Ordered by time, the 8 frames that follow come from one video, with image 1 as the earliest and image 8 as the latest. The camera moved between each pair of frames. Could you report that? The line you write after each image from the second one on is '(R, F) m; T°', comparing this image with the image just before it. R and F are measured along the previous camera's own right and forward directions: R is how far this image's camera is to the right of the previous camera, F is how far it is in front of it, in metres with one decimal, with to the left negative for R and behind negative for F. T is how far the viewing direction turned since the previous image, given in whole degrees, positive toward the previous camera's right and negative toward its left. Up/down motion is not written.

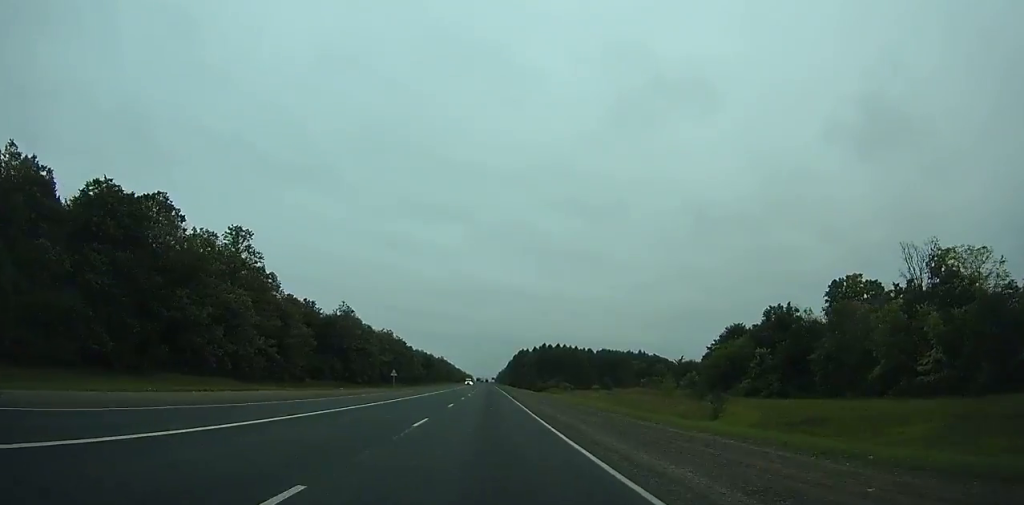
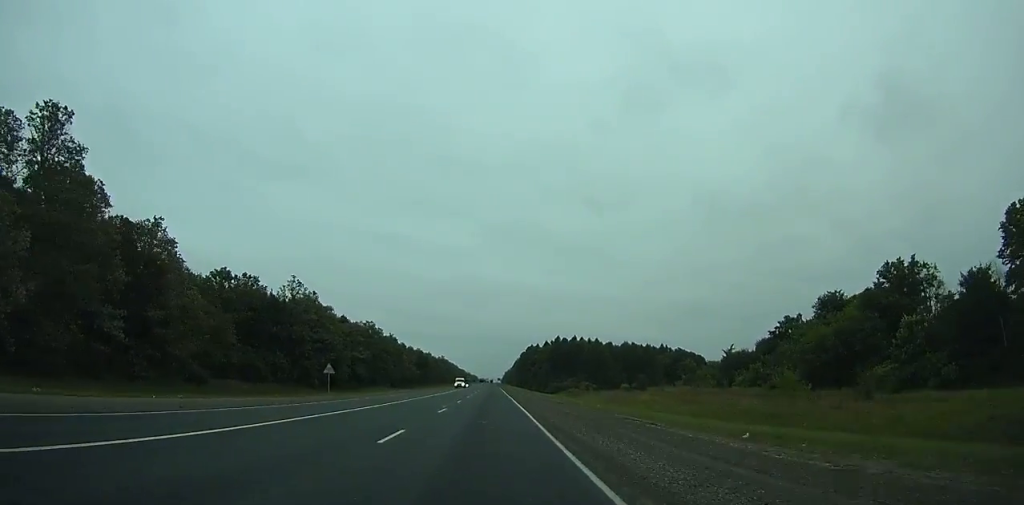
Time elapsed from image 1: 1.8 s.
(+0.1, +39.0) m; 0°
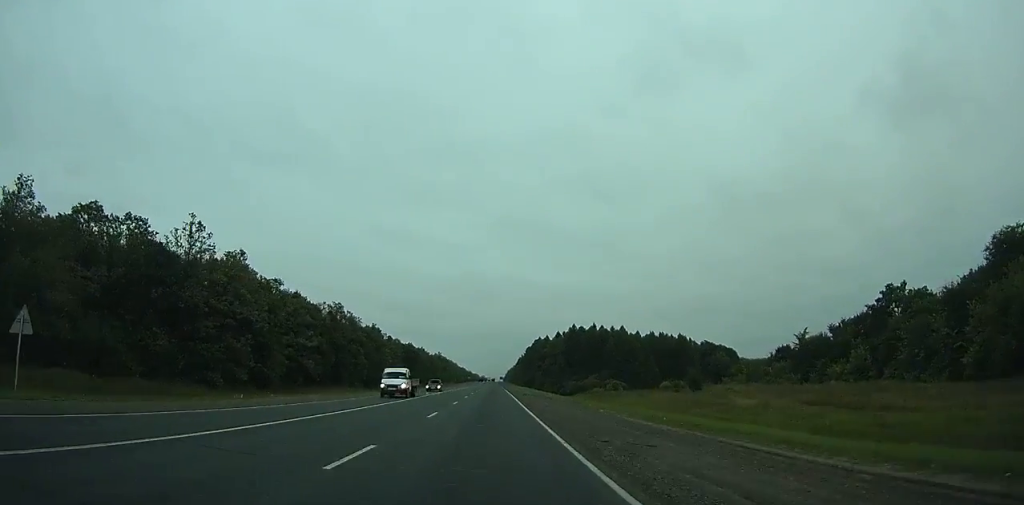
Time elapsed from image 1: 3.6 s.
(0.0, +39.5) m; 0°
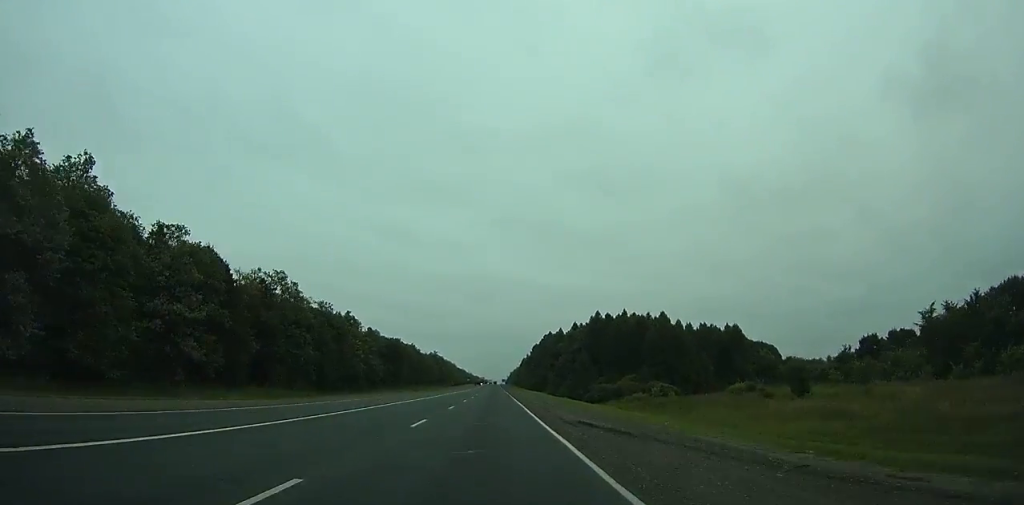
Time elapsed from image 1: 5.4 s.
(-0.1, +39.9) m; 0°
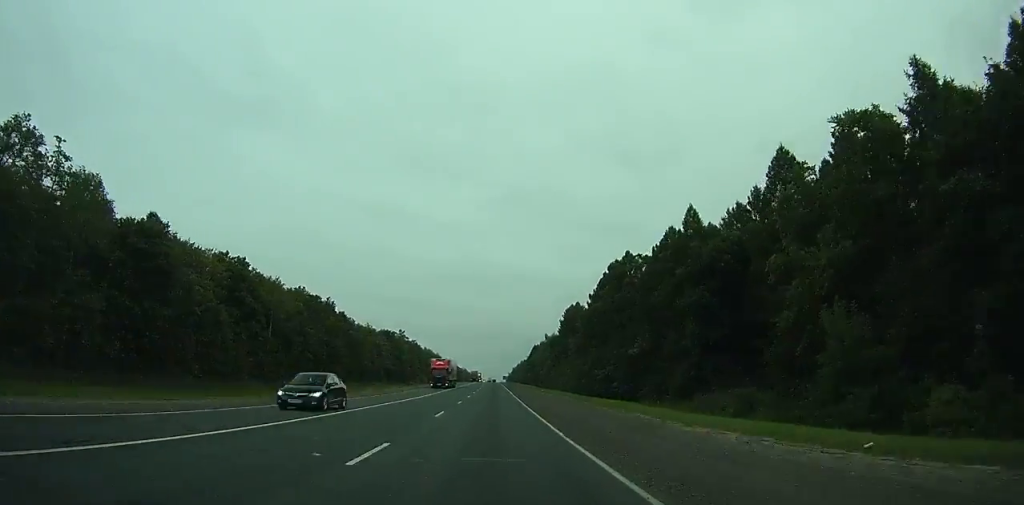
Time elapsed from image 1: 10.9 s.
(-0.7, +125.1) m; 0°
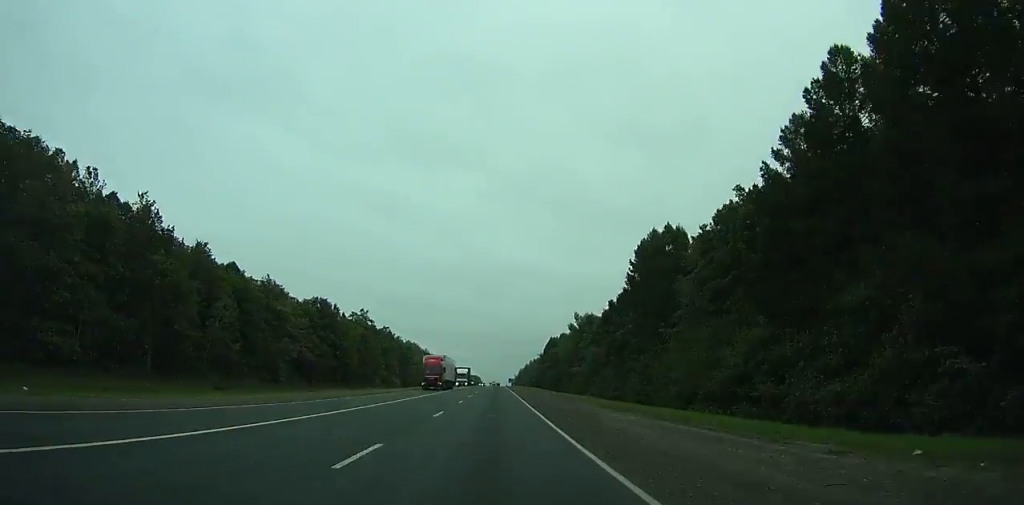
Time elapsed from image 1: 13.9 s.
(+0.1, +70.1) m; 0°
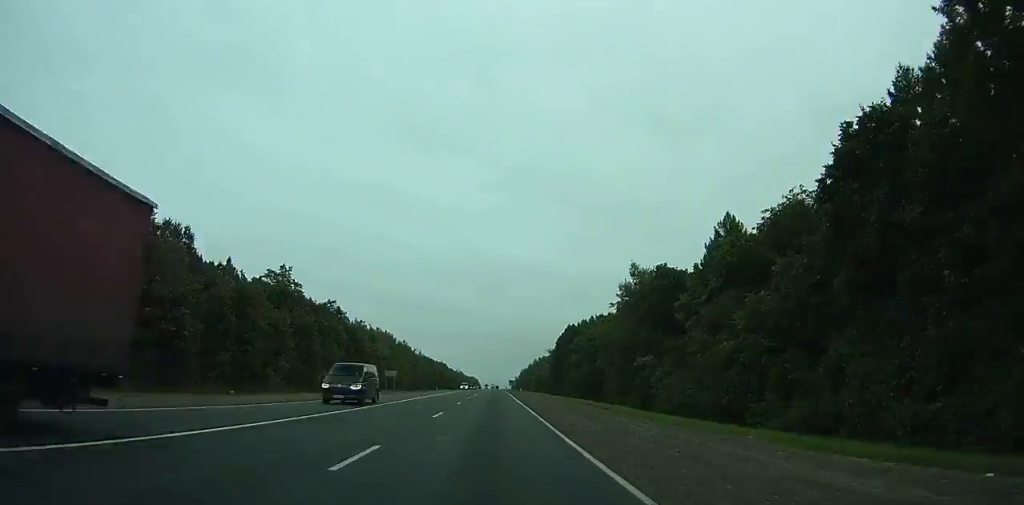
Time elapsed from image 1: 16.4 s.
(-0.5, +59.1) m; 0°
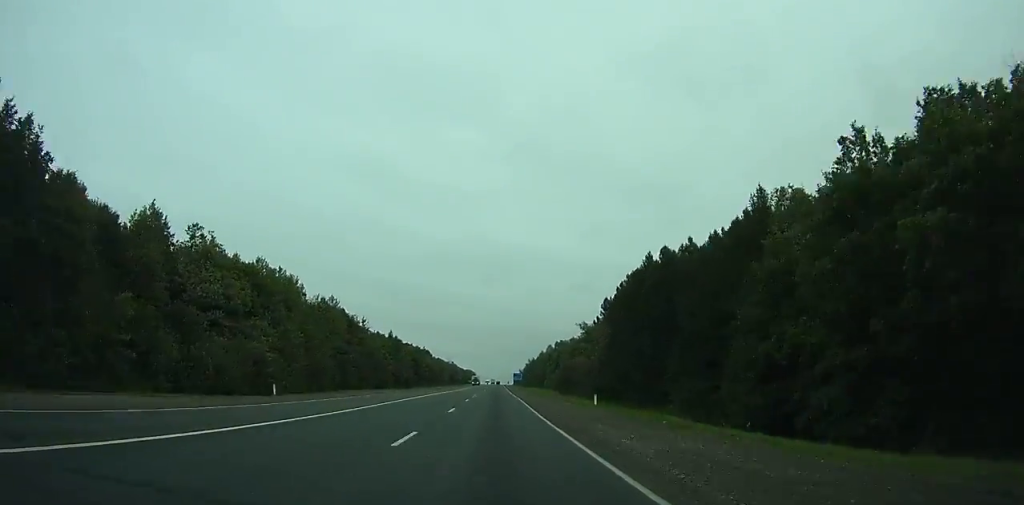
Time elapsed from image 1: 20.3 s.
(+0.2, +93.2) m; 0°
